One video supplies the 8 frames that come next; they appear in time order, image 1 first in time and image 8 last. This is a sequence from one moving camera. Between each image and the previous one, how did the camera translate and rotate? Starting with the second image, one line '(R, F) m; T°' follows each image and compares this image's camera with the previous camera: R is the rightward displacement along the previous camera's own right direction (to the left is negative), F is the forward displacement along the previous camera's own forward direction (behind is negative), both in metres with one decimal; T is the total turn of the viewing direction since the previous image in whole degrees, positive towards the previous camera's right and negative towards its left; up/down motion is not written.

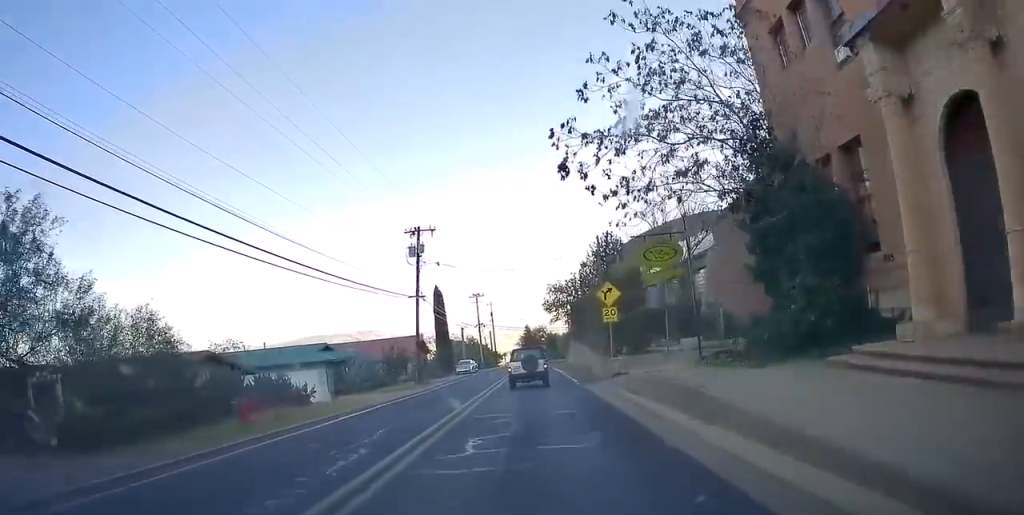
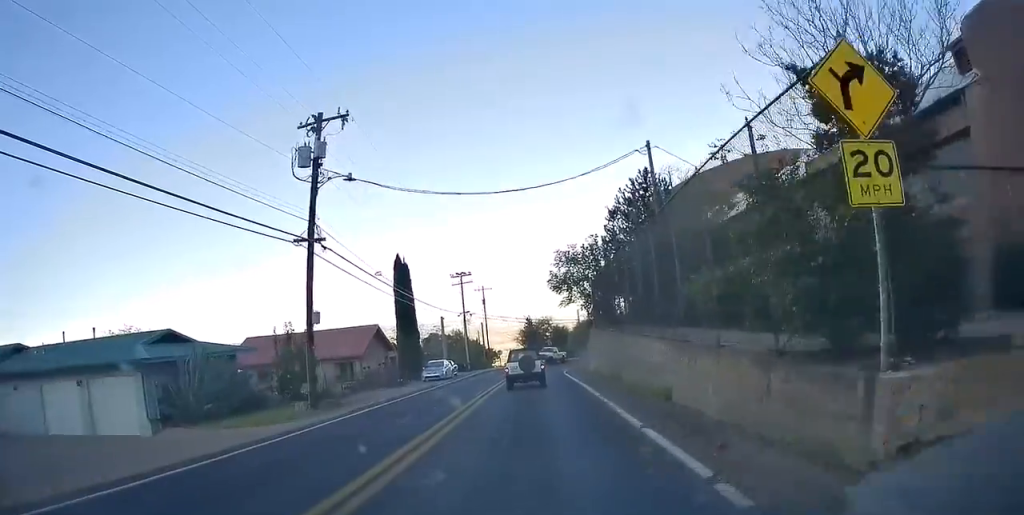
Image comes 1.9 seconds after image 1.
(+0.5, +20.3) m; +2°
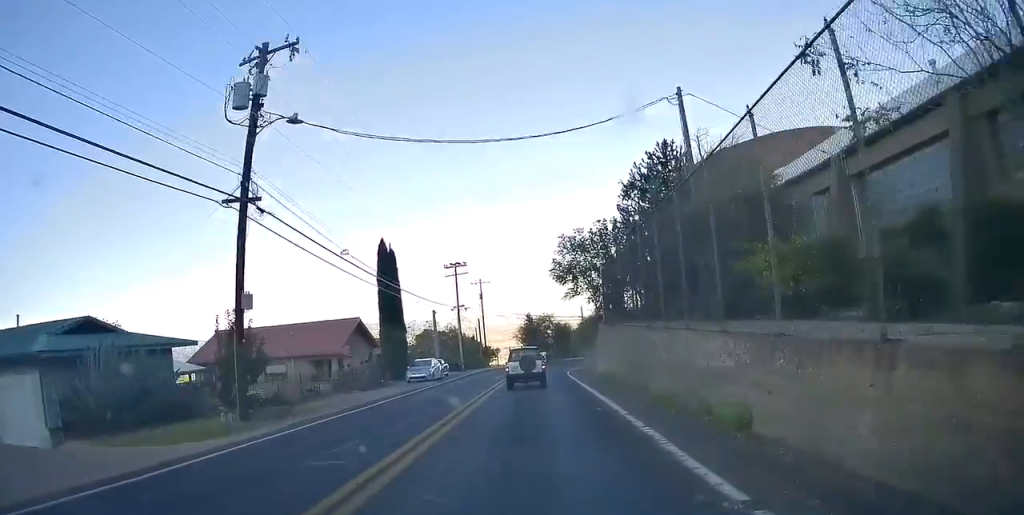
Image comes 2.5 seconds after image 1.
(+0.2, +5.4) m; +1°
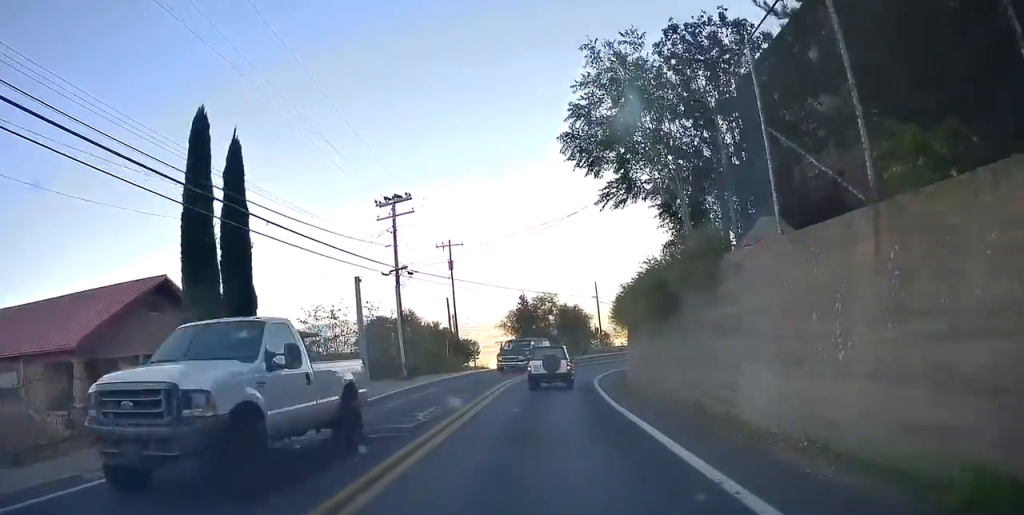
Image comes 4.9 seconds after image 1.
(+0.2, +24.5) m; +1°
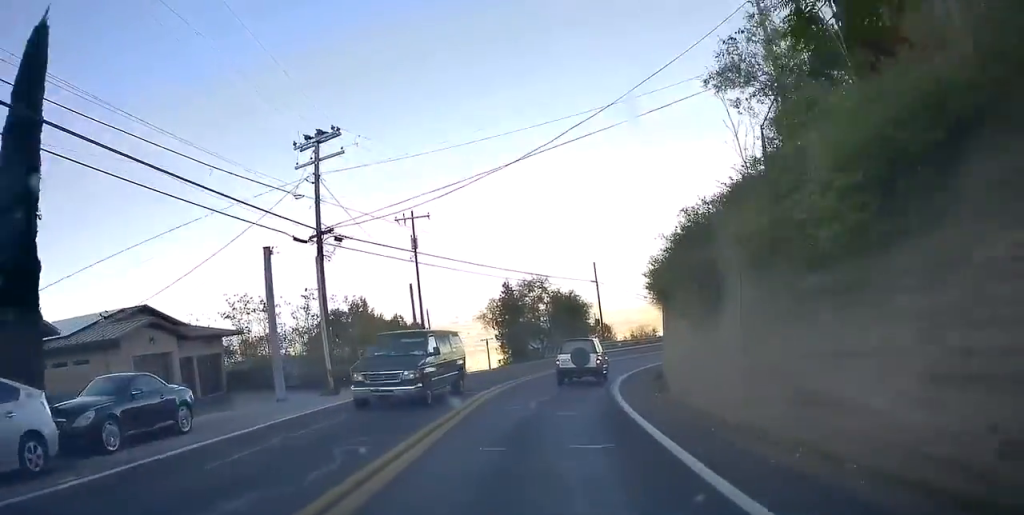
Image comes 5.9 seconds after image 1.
(0.0, +10.3) m; +1°
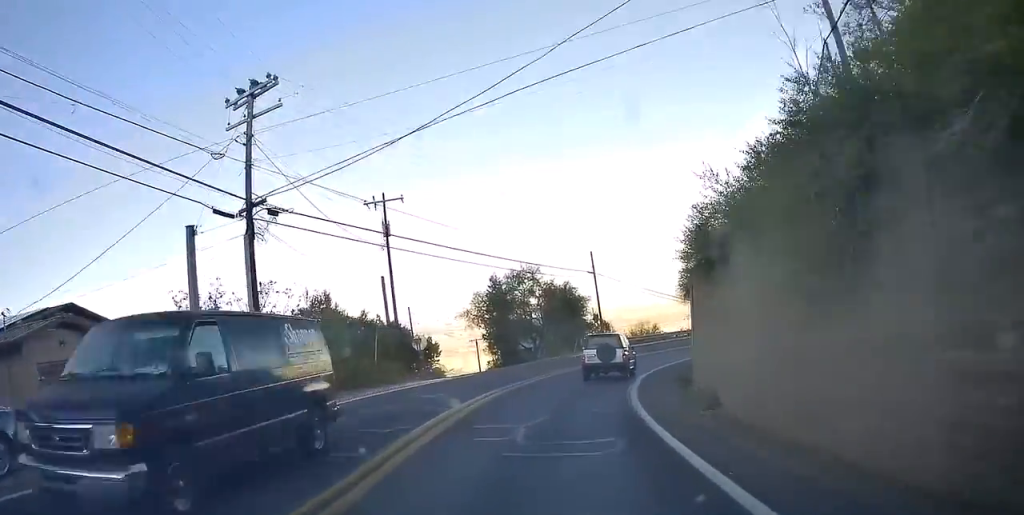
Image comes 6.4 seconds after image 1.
(-0.1, +5.1) m; +2°
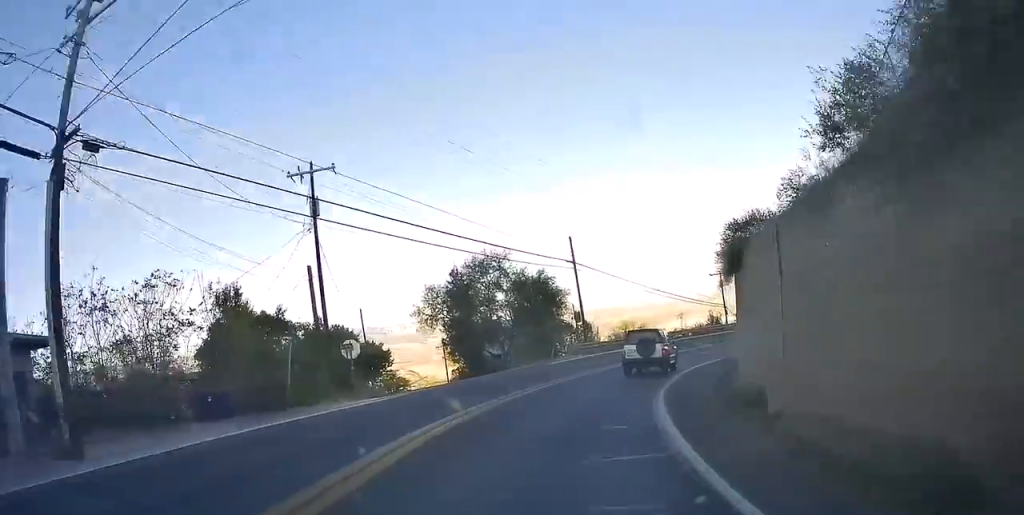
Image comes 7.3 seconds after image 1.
(+0.3, +7.4) m; +4°
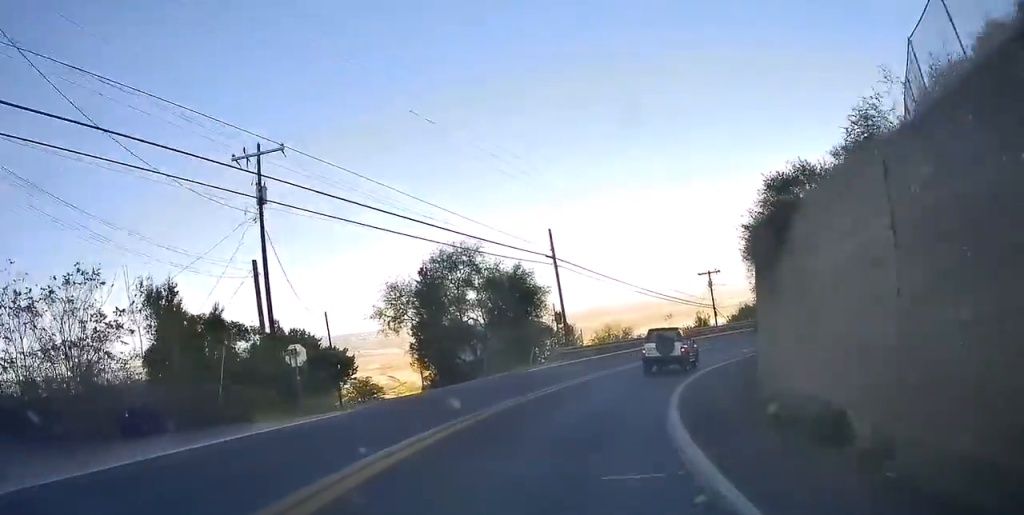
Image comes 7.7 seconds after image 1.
(+0.1, +3.7) m; +2°
